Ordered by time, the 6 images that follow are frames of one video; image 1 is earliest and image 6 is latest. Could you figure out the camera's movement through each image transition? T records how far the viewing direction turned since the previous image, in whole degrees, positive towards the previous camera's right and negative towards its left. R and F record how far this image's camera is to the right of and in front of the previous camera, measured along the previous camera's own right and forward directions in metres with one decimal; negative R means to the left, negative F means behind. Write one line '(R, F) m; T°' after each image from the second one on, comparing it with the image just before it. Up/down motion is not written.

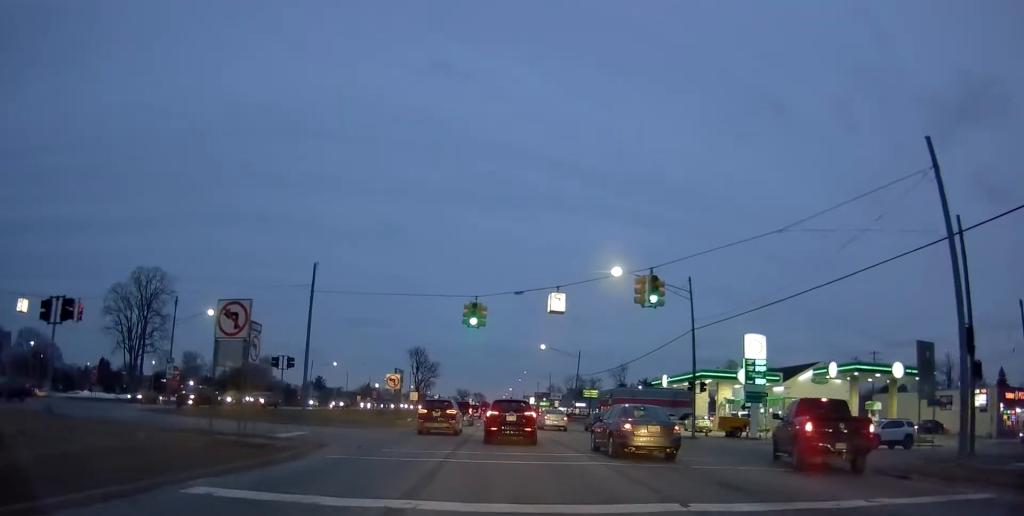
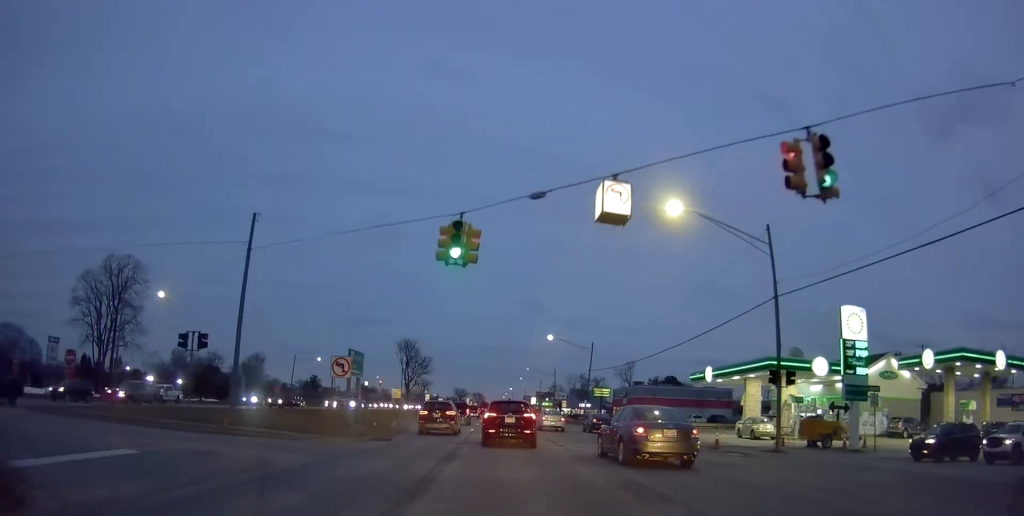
(+0.6, +11.3) m; +4°
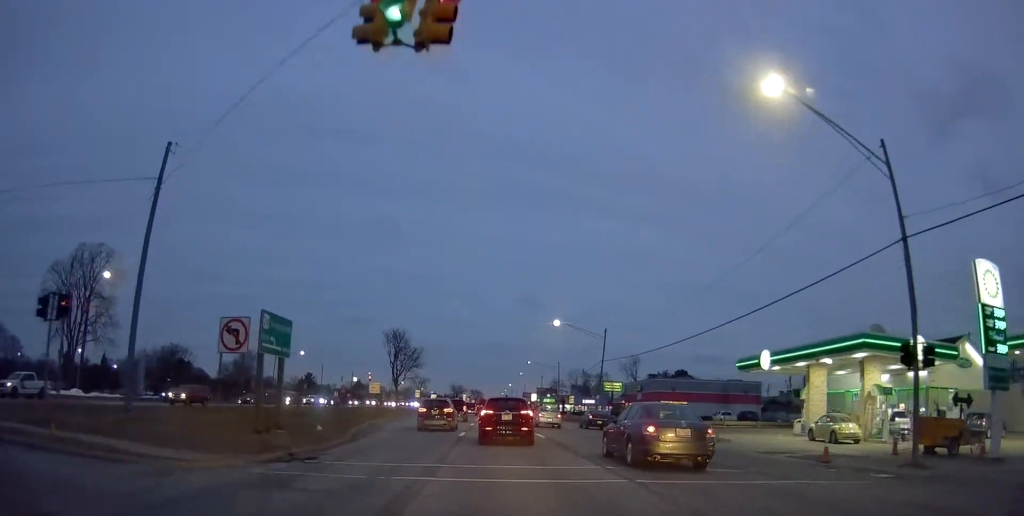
(+0.1, +9.9) m; -2°
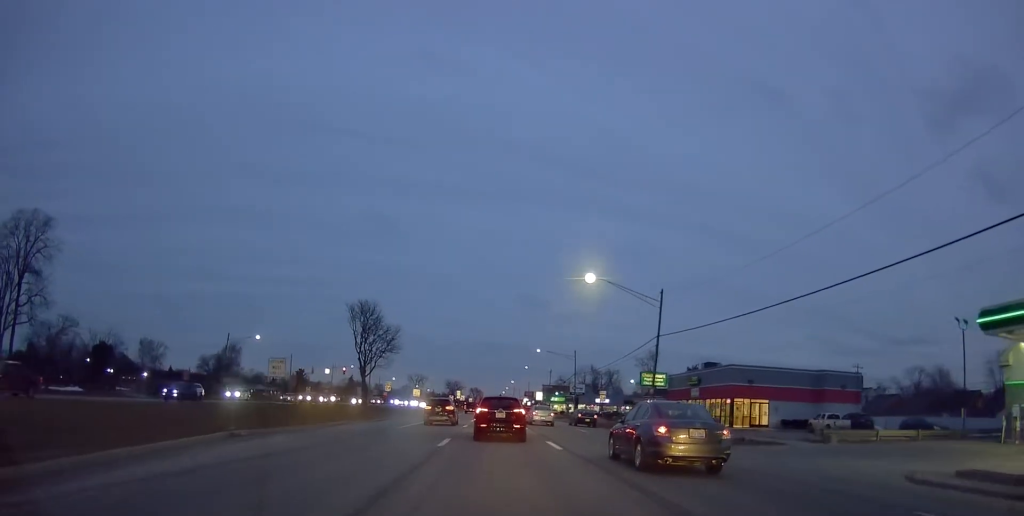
(-0.7, +22.8) m; 0°
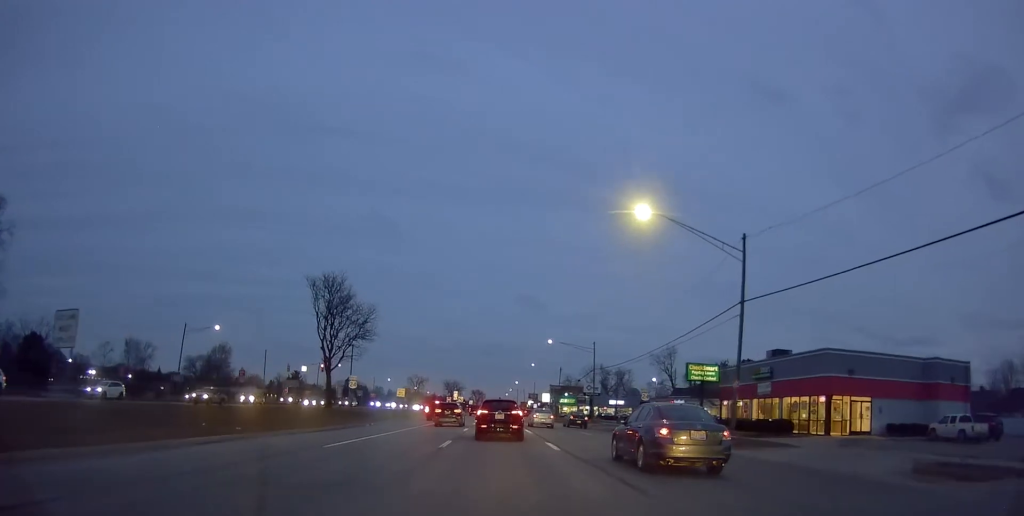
(+0.5, +15.7) m; +1°
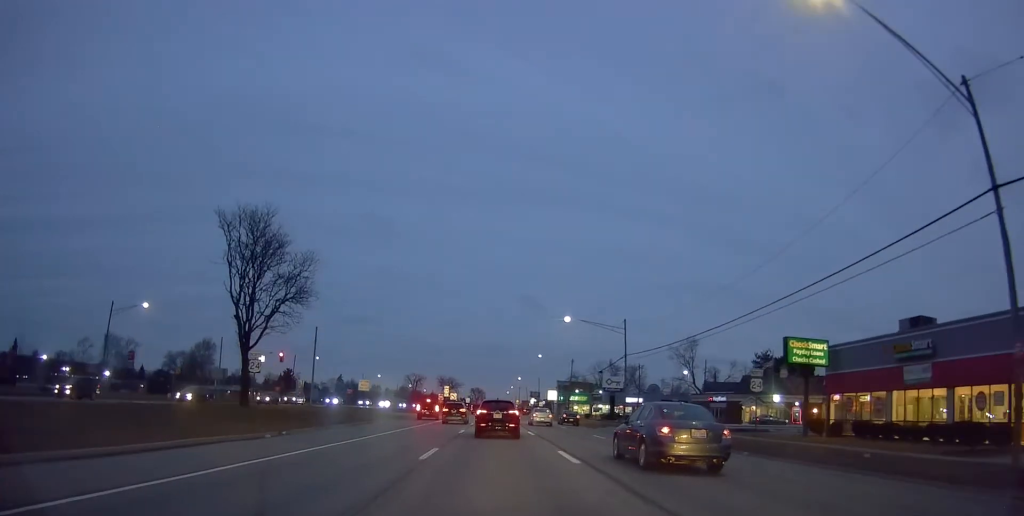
(-0.4, +18.3) m; -1°
